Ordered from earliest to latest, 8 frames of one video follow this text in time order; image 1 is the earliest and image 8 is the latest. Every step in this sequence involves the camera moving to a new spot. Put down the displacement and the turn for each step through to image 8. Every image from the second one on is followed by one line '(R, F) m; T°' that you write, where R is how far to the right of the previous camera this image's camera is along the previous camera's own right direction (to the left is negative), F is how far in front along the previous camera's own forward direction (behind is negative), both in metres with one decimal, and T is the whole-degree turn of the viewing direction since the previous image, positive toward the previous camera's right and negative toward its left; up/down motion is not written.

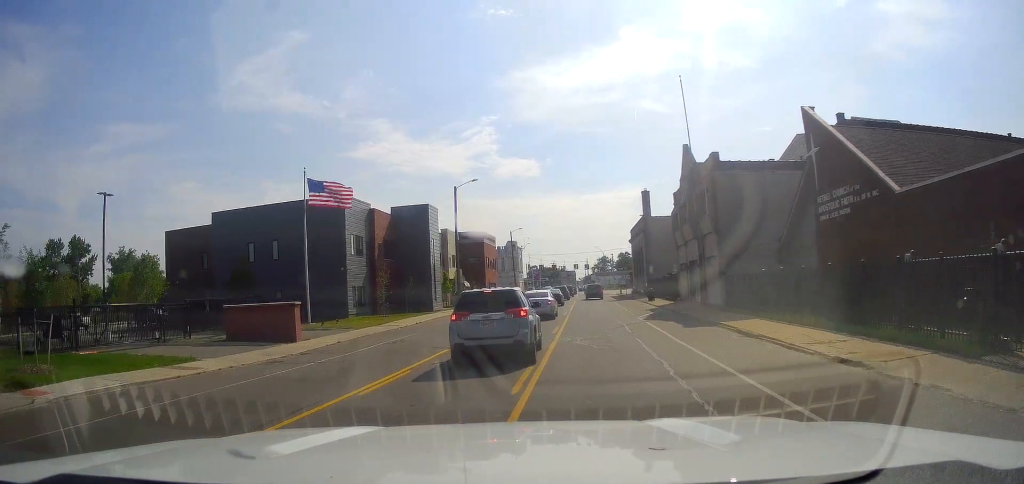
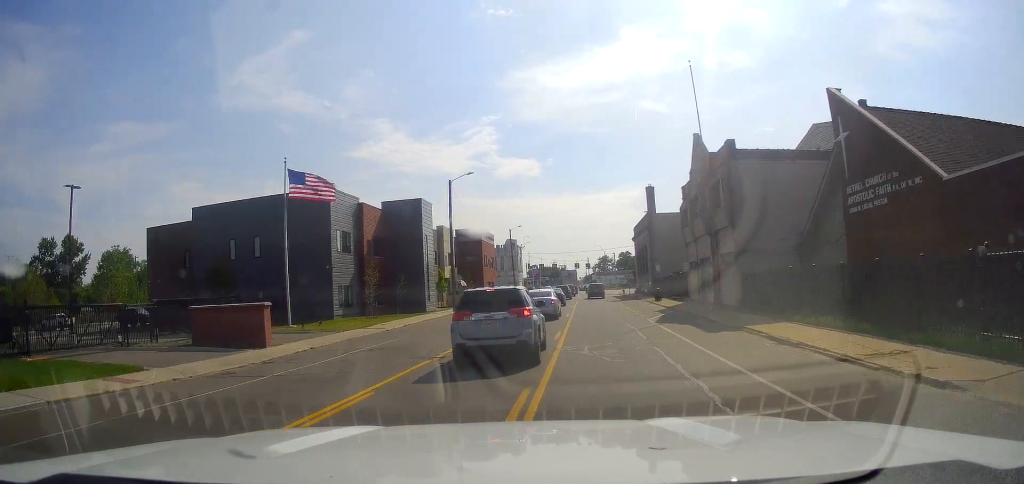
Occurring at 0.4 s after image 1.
(0.0, +3.1) m; 0°
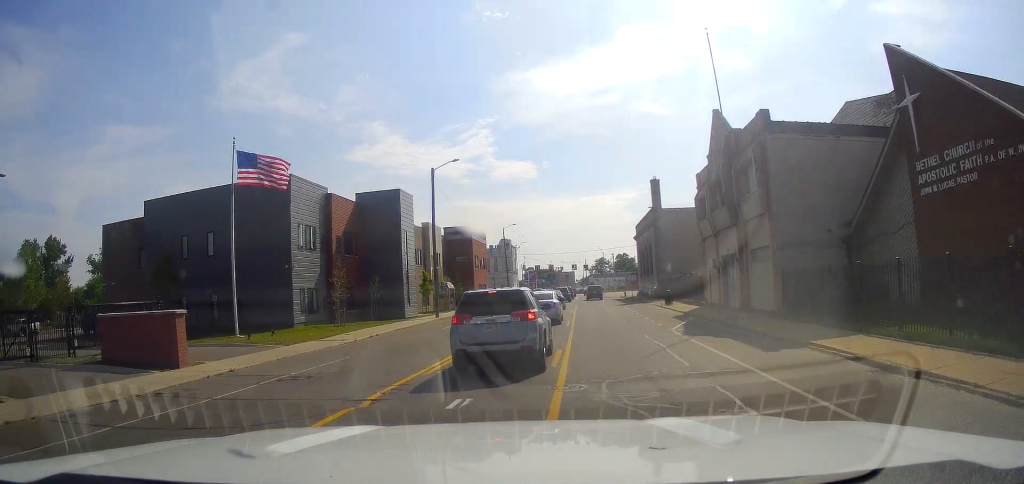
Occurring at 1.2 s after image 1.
(0.0, +5.9) m; -1°
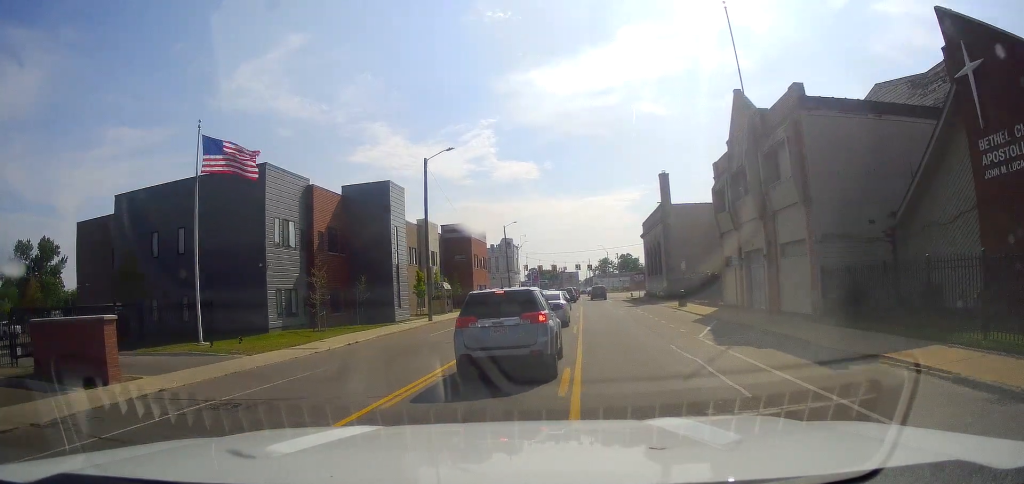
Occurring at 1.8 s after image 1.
(0.0, +3.3) m; -2°
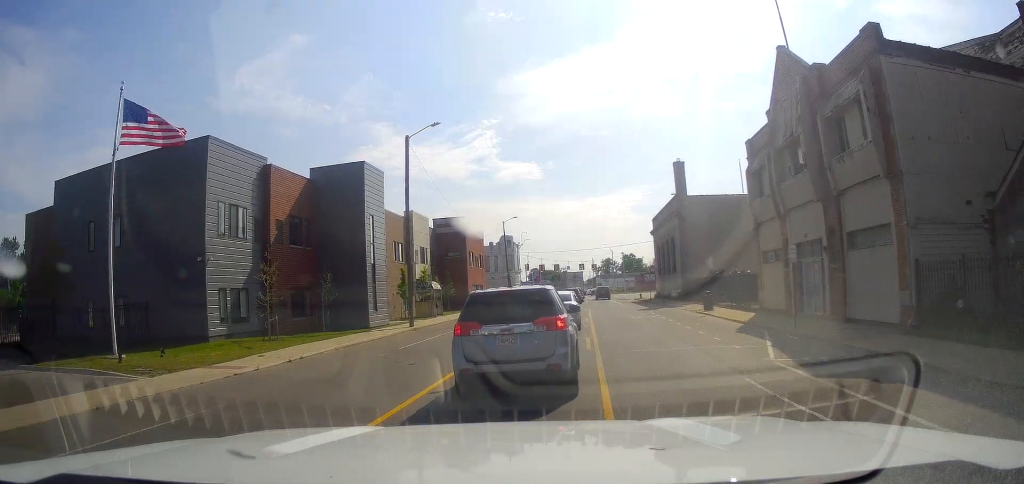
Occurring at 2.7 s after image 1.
(-0.2, +5.6) m; +3°
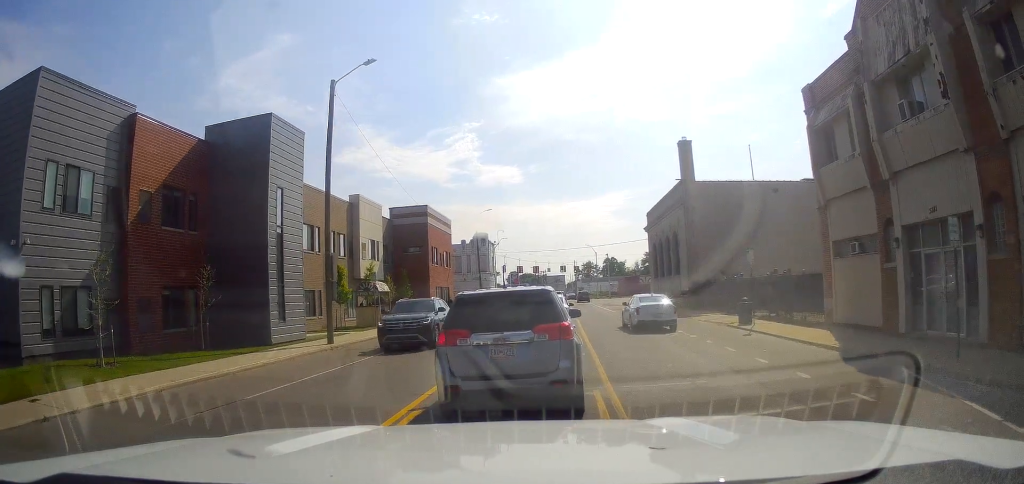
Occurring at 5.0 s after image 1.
(+1.4, +9.6) m; +1°
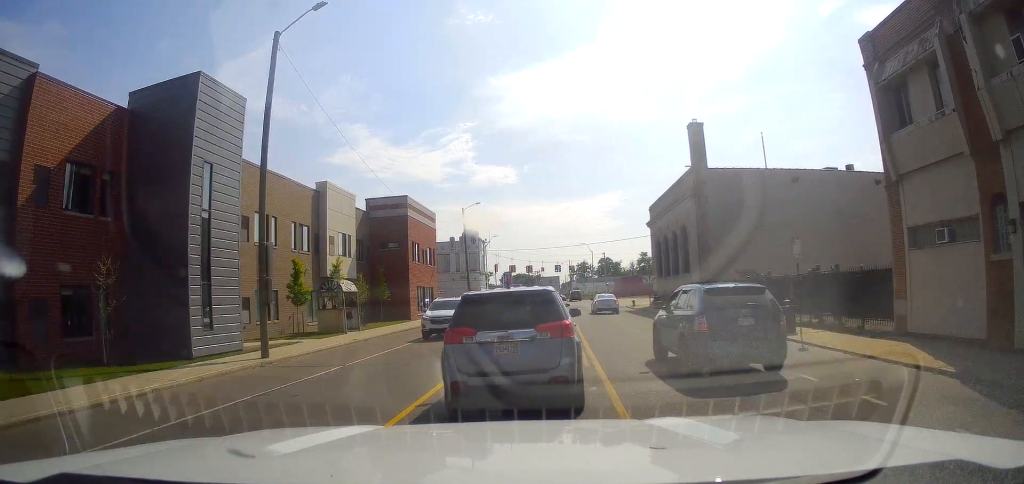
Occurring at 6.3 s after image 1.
(-0.8, +4.4) m; -6°
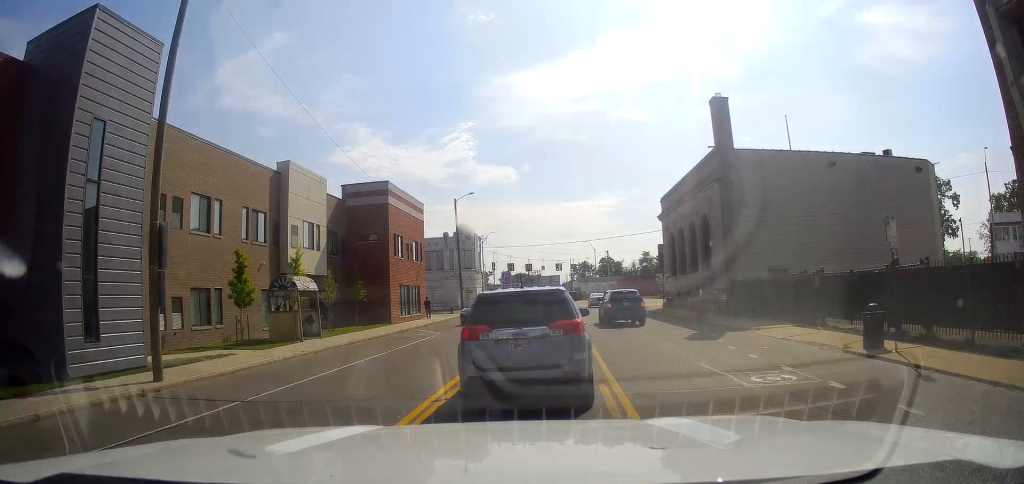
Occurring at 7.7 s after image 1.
(+0.4, +5.0) m; +4°
